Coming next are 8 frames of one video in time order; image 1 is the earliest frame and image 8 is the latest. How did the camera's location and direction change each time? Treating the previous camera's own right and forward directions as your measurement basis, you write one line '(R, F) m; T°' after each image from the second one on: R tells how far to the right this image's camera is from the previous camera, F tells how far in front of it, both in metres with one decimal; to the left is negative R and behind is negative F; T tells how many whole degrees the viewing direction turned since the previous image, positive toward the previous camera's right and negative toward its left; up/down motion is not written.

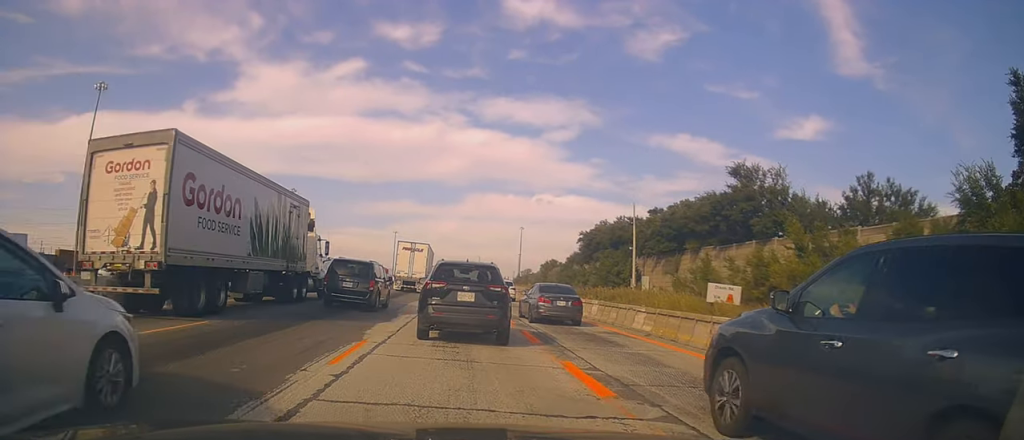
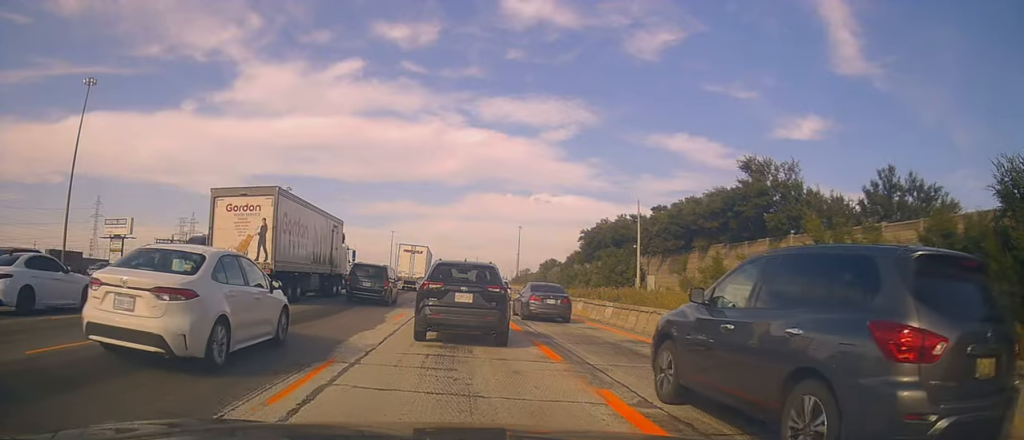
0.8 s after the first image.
(+0.1, +3.3) m; +3°
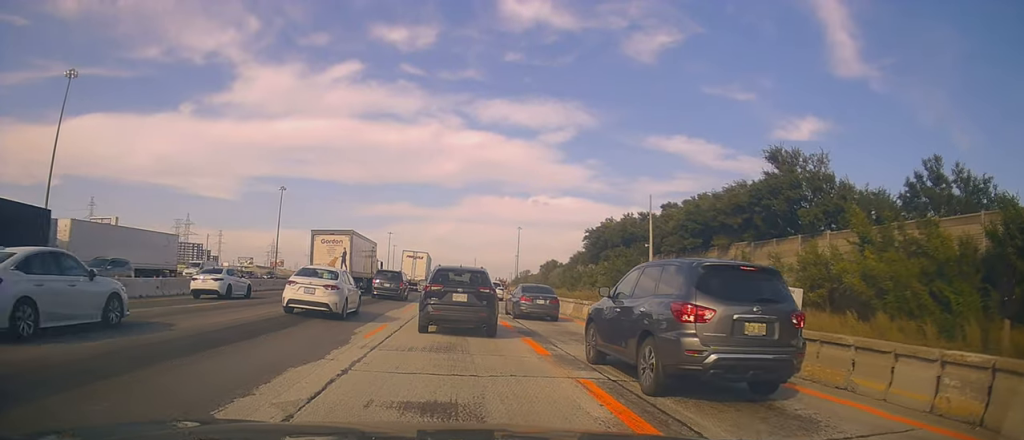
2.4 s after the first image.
(+0.1, +5.5) m; 0°
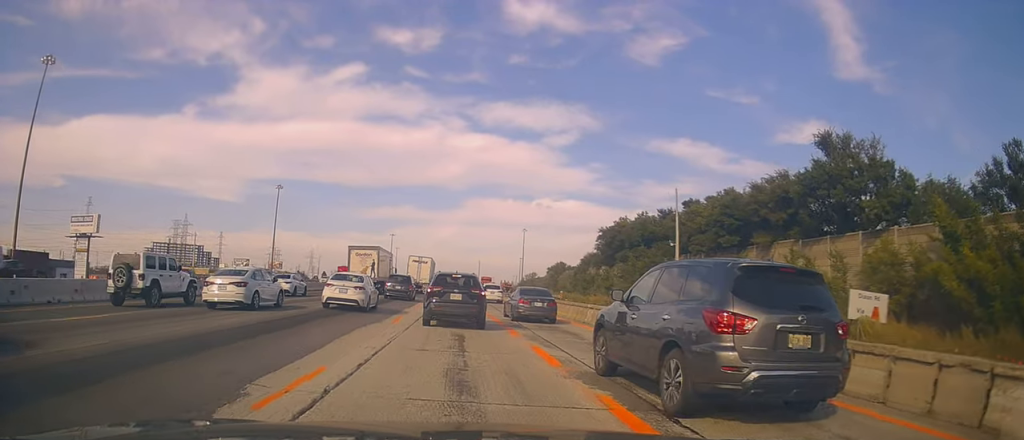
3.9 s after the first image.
(0.0, +5.1) m; 0°
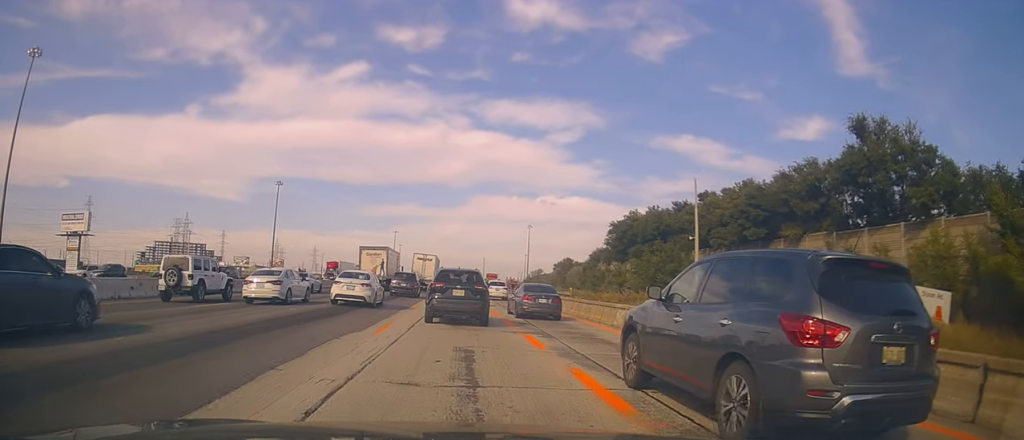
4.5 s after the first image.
(0.0, +2.7) m; 0°
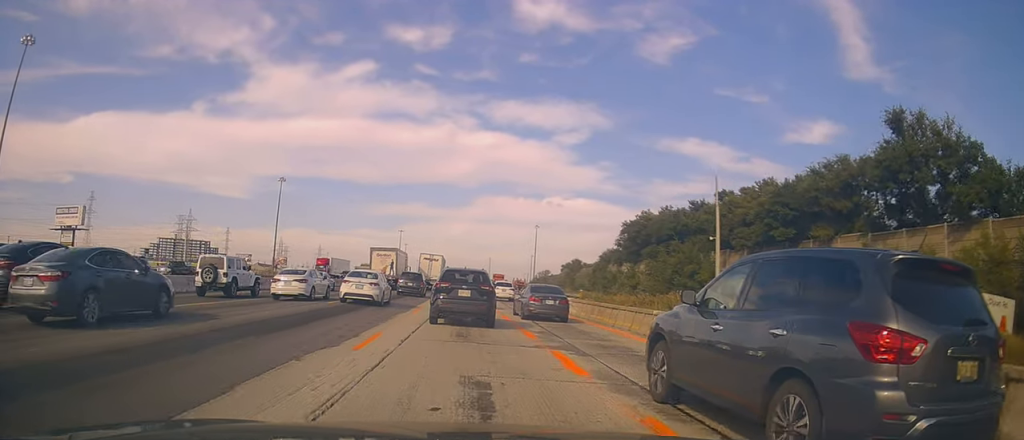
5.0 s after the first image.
(0.0, +2.7) m; -1°
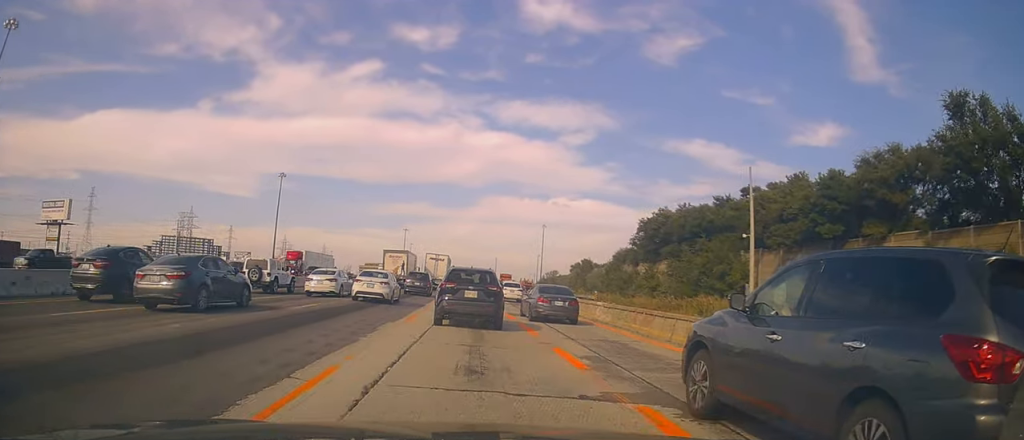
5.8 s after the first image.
(0.0, +5.0) m; -3°
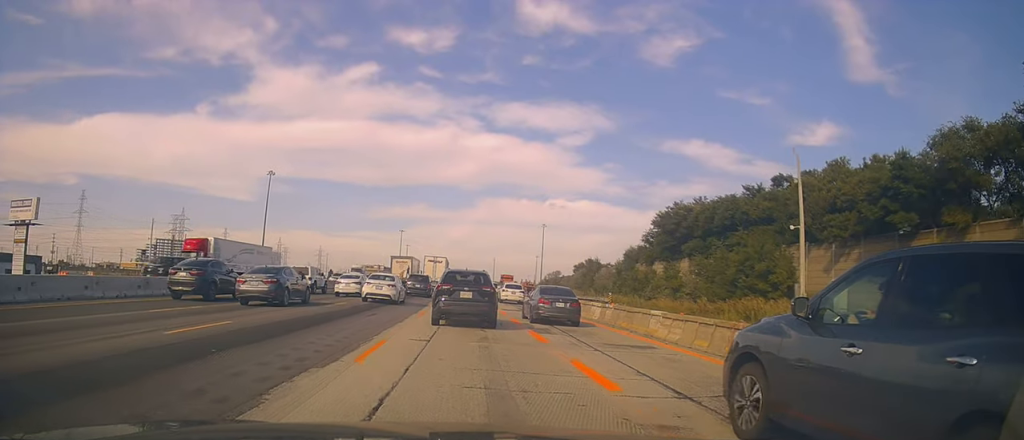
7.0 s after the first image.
(-0.4, +8.0) m; -2°
